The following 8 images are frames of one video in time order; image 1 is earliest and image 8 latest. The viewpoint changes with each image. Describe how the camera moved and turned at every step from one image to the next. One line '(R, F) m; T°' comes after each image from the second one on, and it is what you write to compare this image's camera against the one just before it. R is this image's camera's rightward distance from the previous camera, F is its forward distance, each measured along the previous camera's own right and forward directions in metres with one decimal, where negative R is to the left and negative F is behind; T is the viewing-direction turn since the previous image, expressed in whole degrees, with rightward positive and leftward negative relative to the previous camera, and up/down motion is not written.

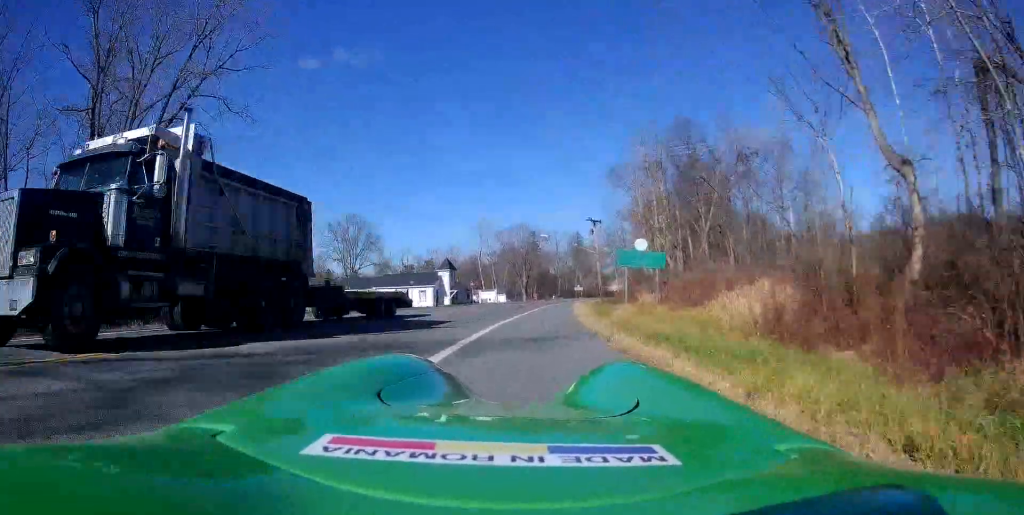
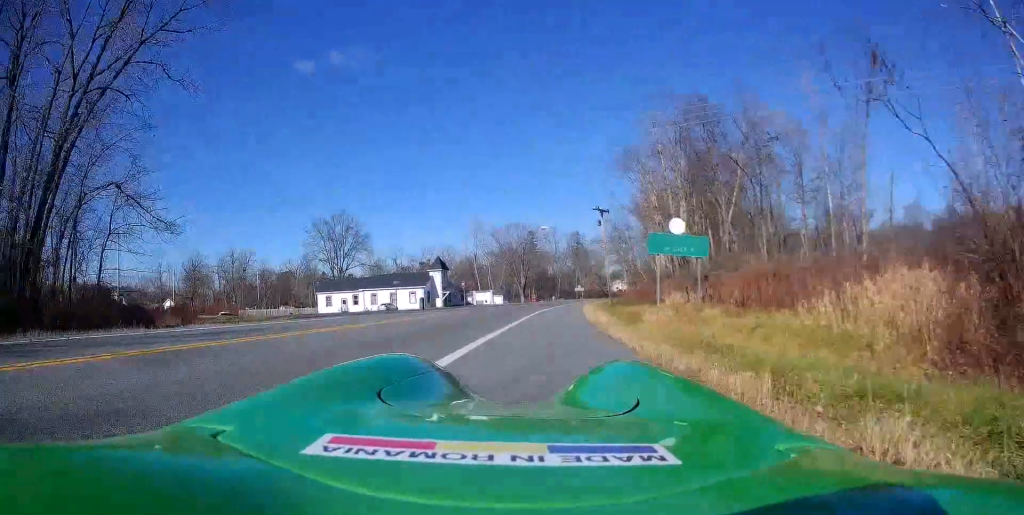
(+0.2, +7.2) m; +1°
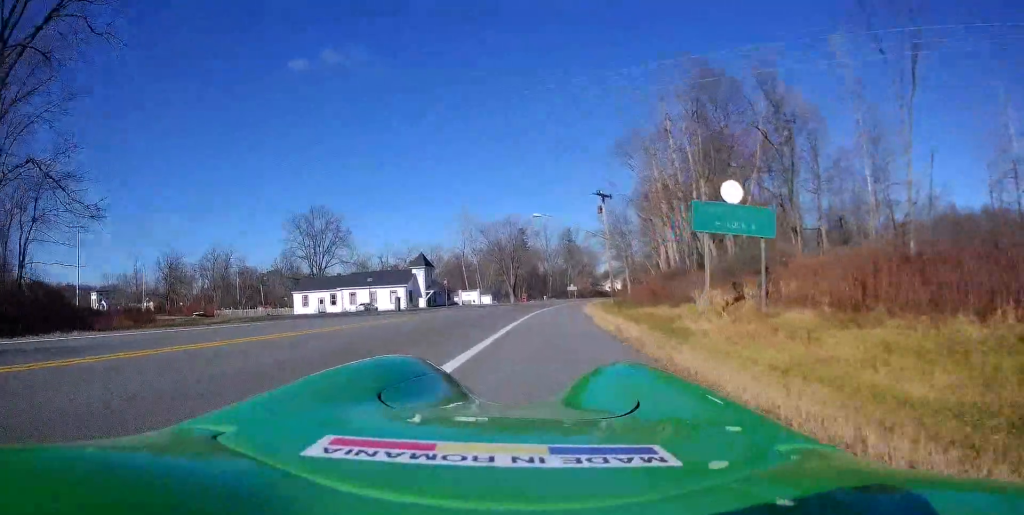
(-0.1, +7.1) m; +1°
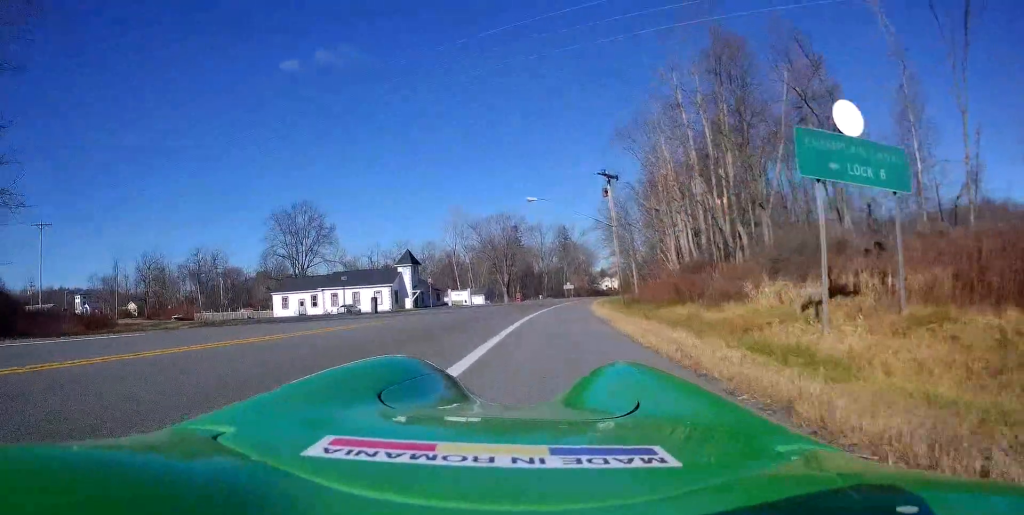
(+0.1, +6.3) m; +2°
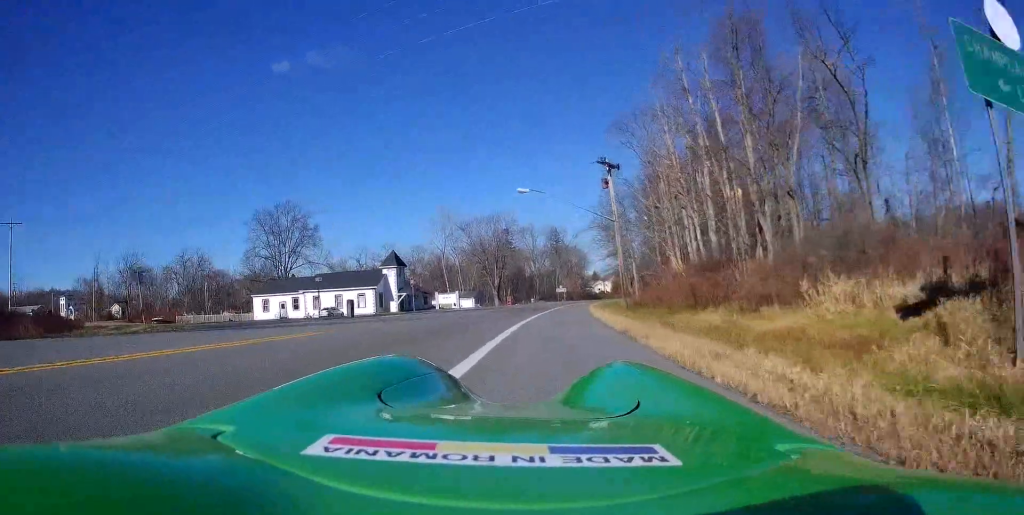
(0.0, +3.9) m; +1°
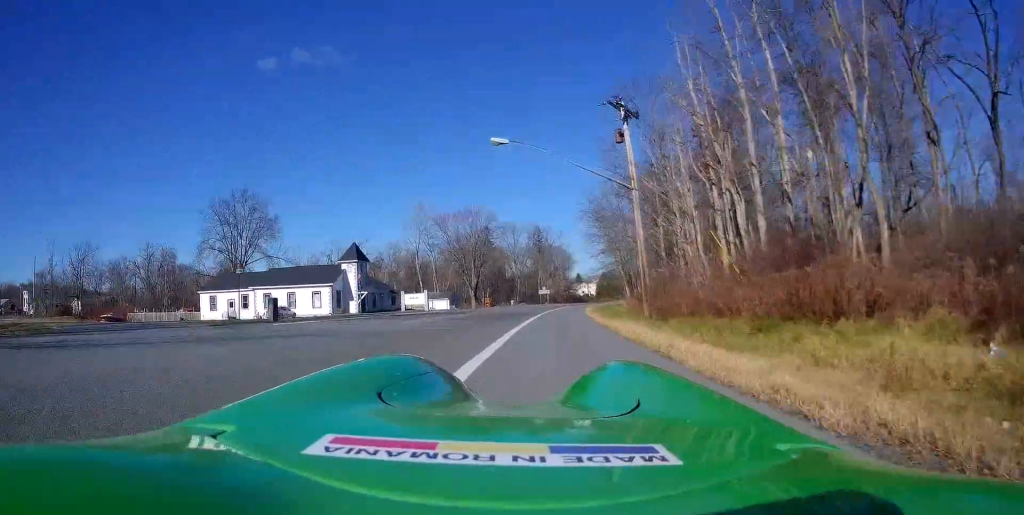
(+0.2, +10.7) m; +2°
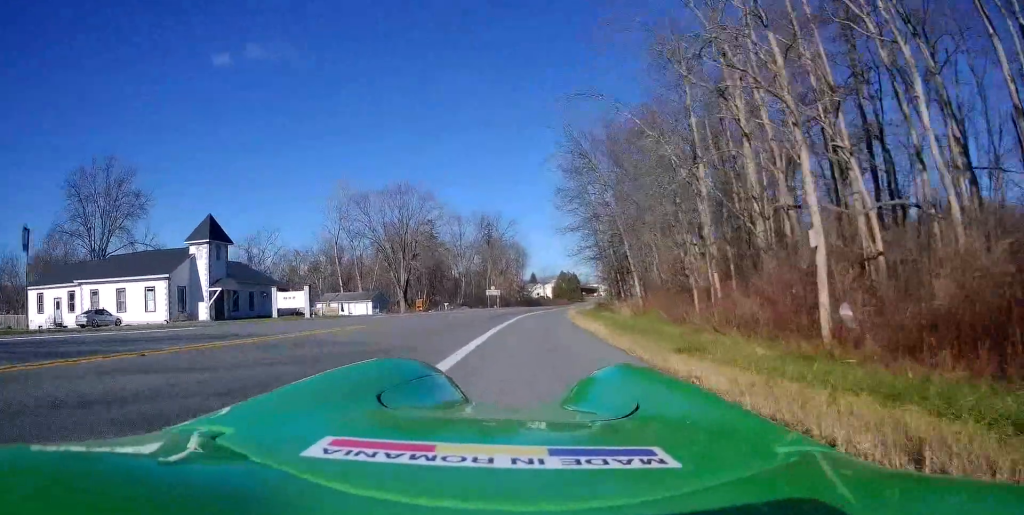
(+0.2, +26.3) m; +3°
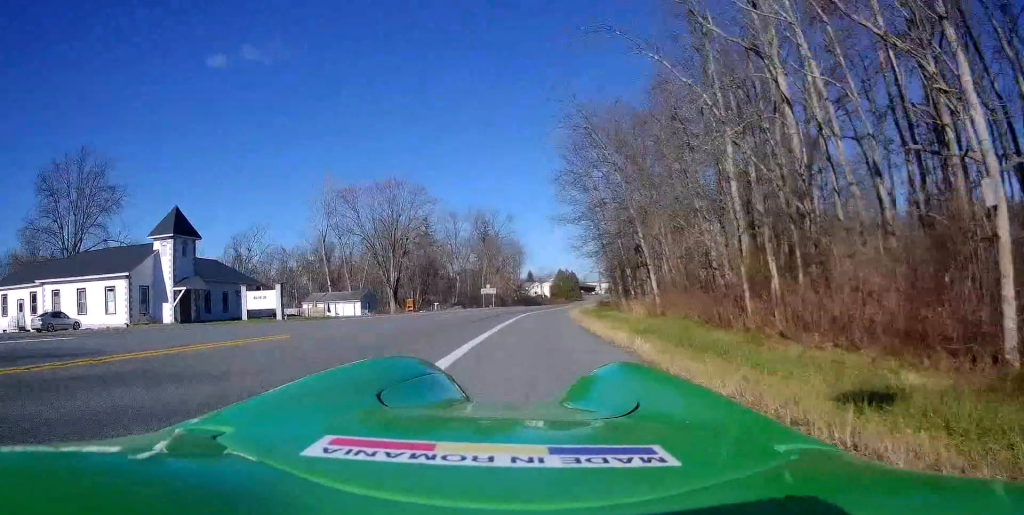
(+0.1, +5.2) m; +2°
